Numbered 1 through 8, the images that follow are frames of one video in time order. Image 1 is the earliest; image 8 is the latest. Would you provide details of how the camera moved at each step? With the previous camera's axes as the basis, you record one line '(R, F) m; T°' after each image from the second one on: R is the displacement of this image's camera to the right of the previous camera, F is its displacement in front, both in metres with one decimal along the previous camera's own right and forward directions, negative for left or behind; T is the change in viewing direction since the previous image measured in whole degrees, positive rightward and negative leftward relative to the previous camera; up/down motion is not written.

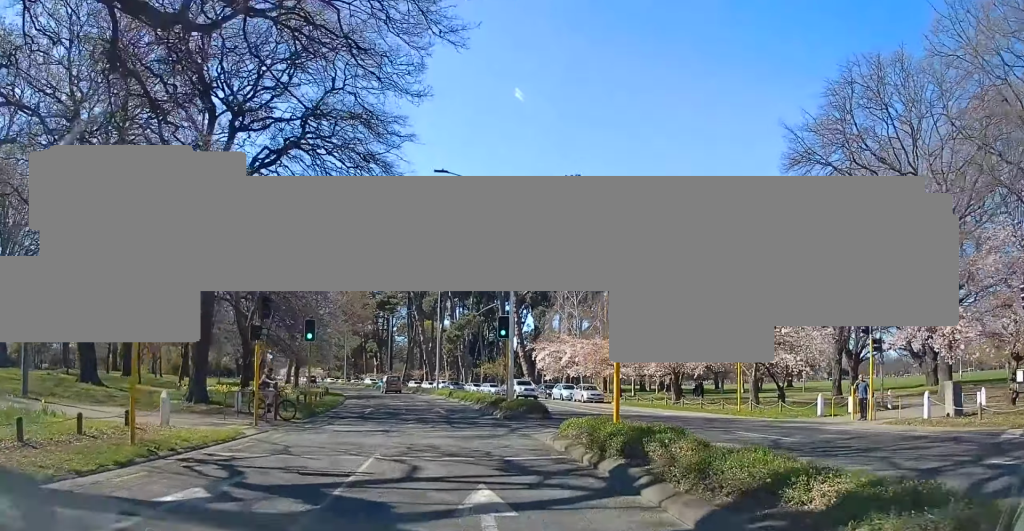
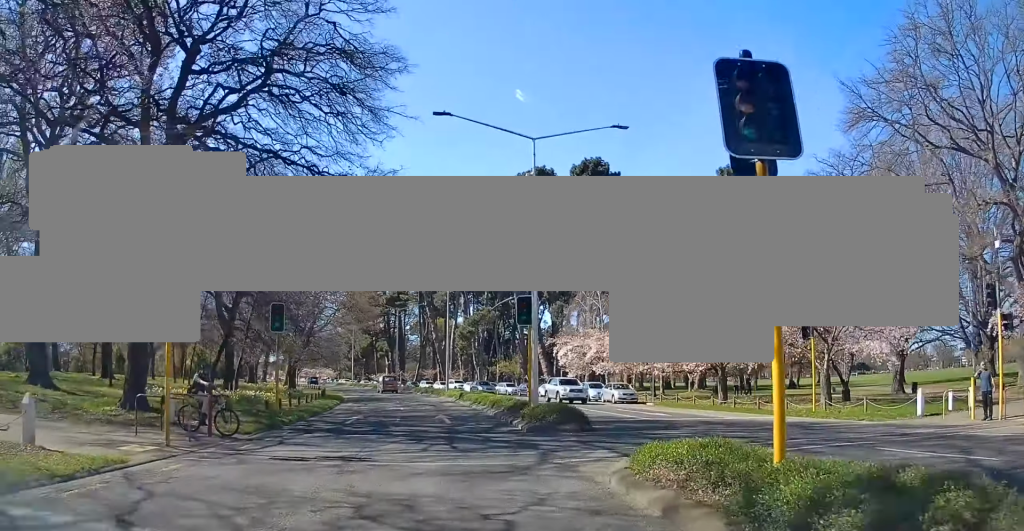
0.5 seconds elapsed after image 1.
(0.0, +6.8) m; -1°
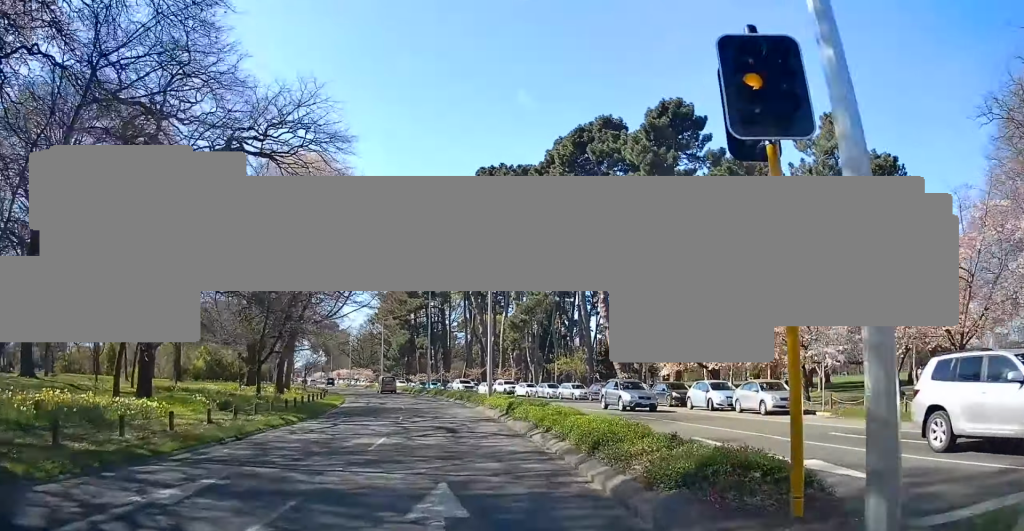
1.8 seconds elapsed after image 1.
(-0.6, +18.3) m; -4°
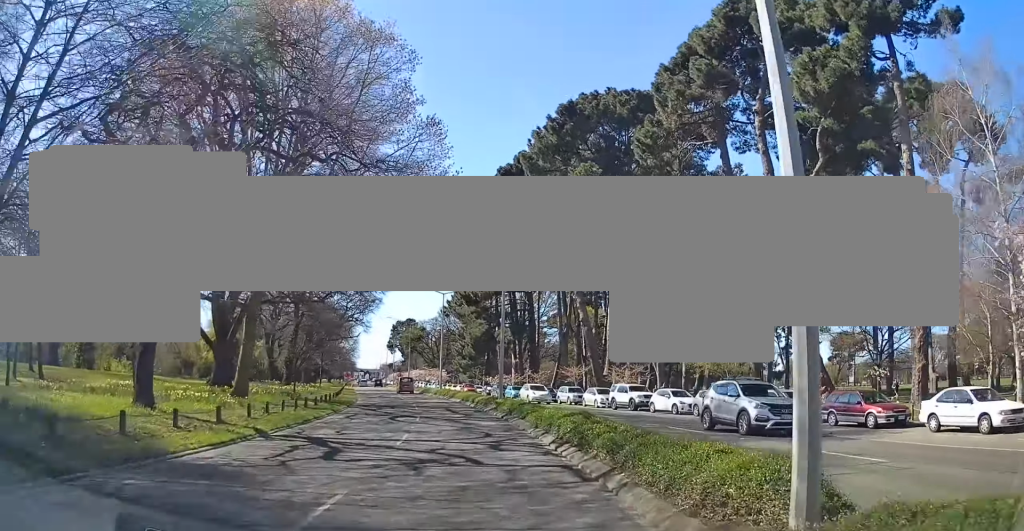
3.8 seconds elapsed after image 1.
(-1.2, +28.3) m; -5°
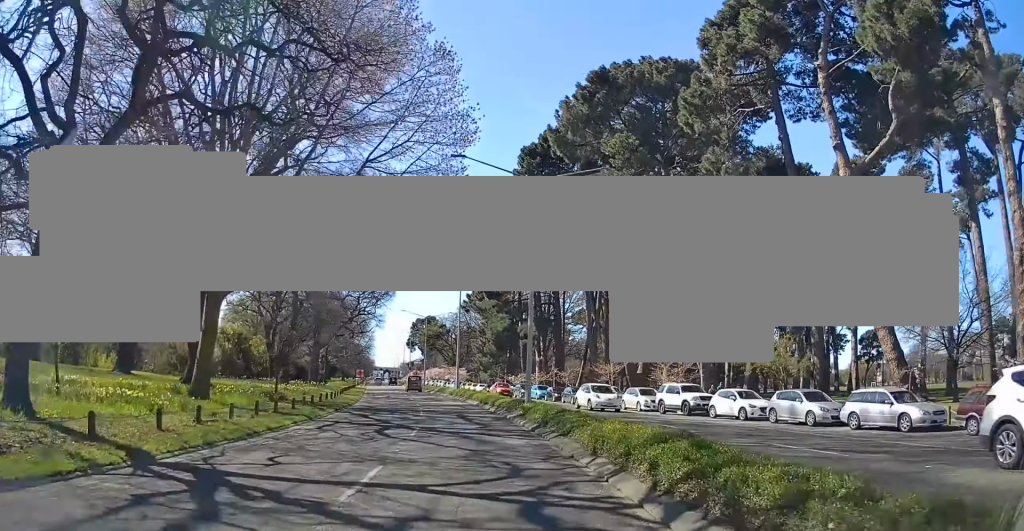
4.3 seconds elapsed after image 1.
(-0.1, +7.5) m; -3°
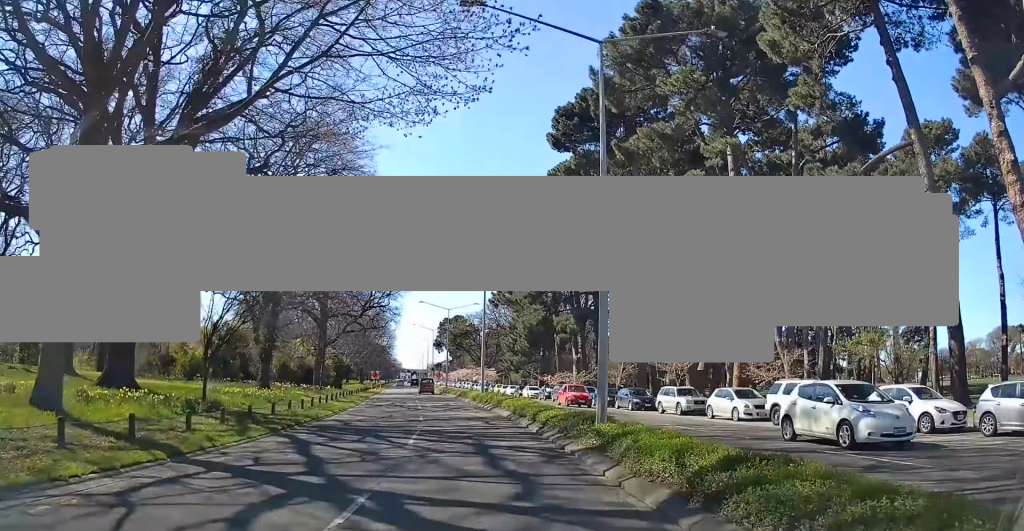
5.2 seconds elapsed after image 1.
(-0.2, +12.1) m; -6°
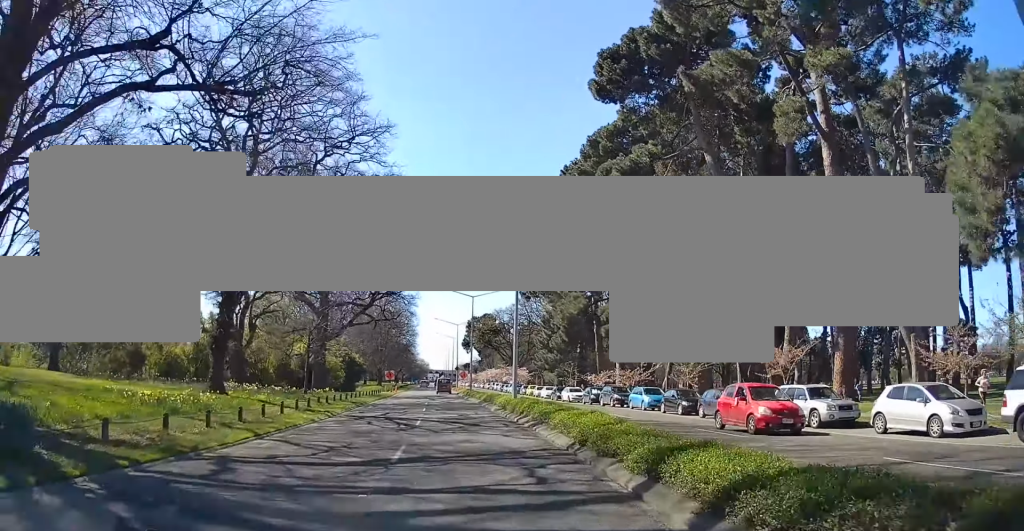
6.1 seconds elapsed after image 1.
(-1.3, +12.5) m; -3°
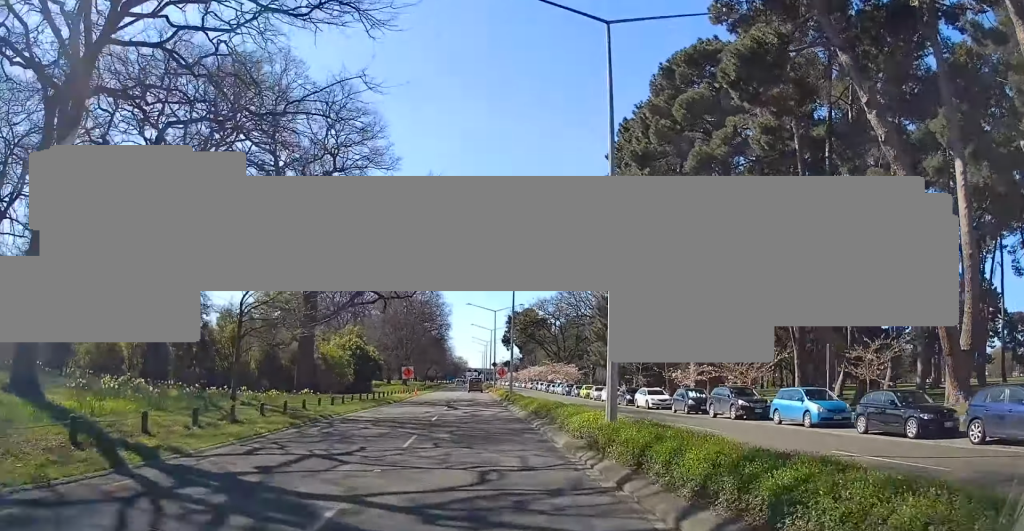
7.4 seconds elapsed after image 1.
(+0.5, +17.8) m; -1°
